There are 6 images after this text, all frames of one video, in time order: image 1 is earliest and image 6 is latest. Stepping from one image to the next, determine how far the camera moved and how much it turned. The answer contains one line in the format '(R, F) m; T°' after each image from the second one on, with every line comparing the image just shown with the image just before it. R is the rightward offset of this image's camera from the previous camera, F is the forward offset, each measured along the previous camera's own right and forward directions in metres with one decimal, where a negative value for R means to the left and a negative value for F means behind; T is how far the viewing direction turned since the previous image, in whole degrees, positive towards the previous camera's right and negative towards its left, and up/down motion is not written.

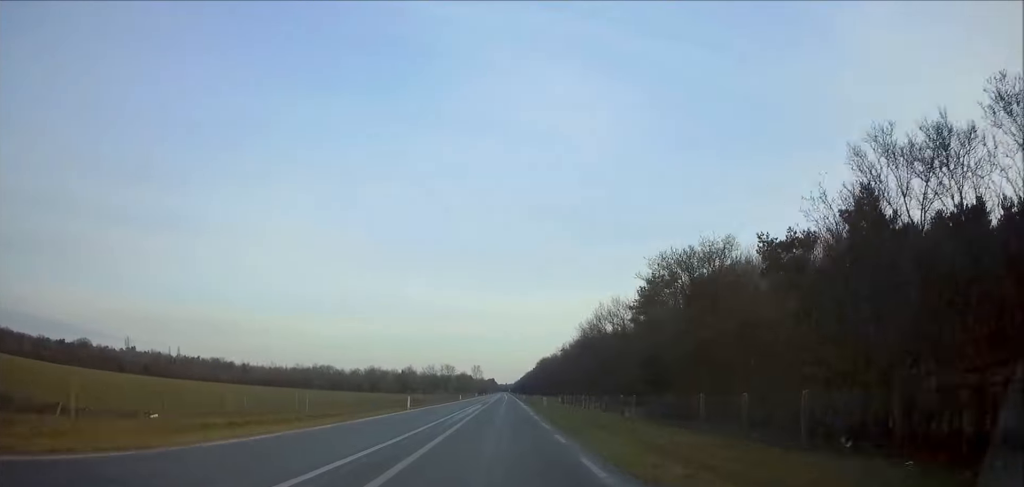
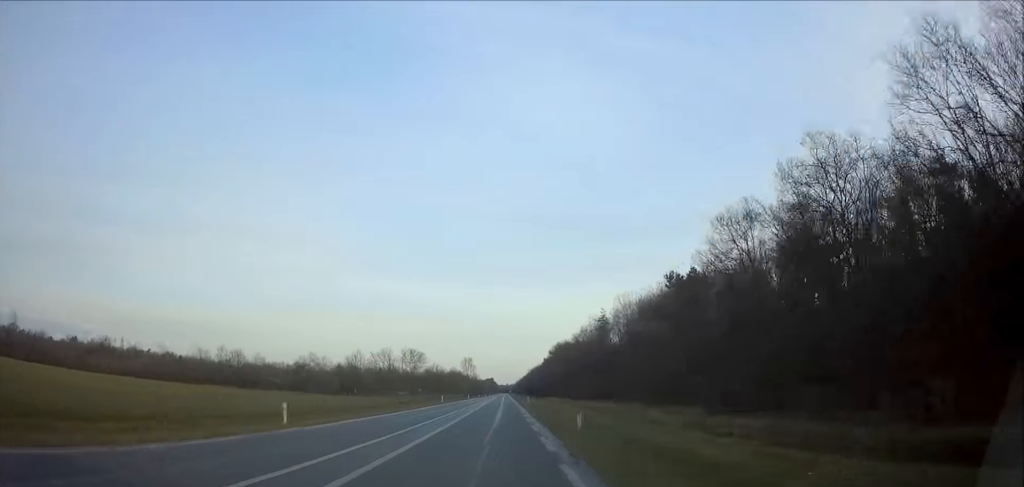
(-0.2, +73.9) m; 0°
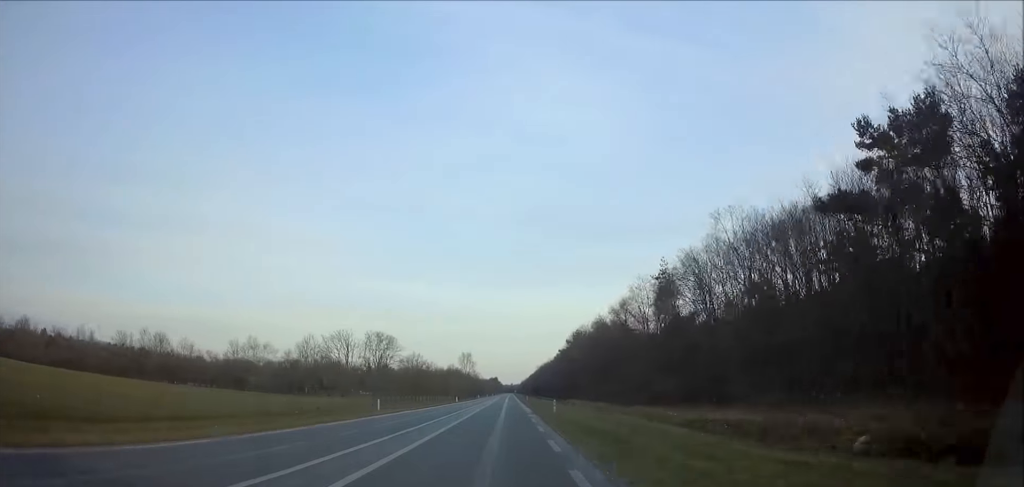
(-0.2, +36.8) m; 0°
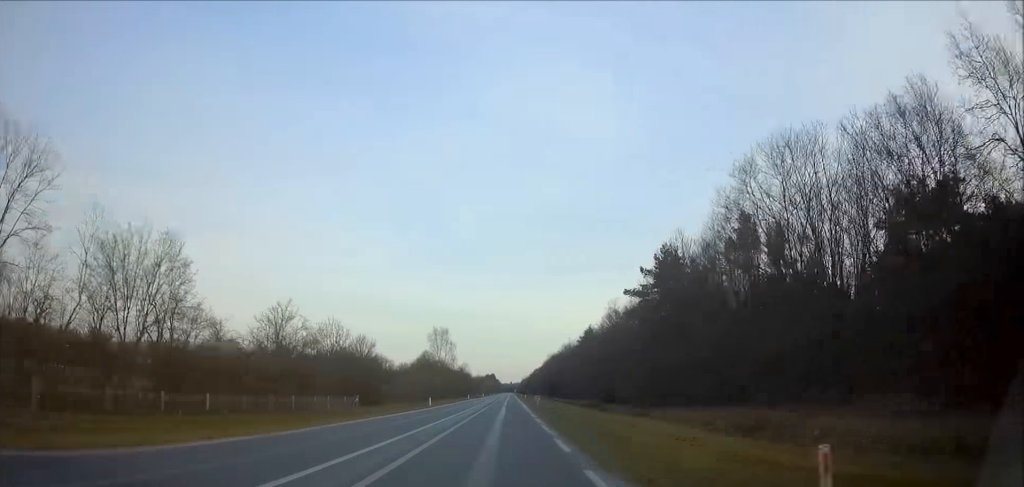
(+0.1, +78.0) m; 0°
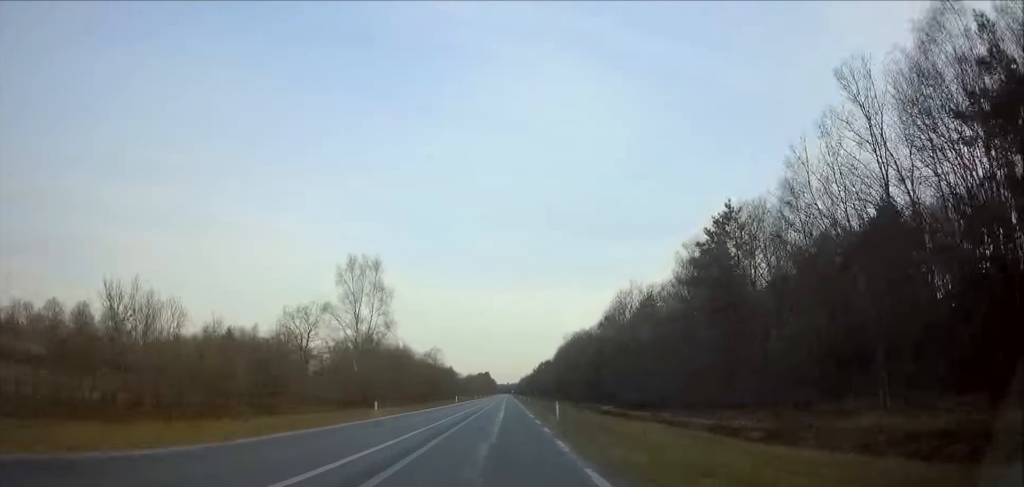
(+0.1, +71.6) m; 0°
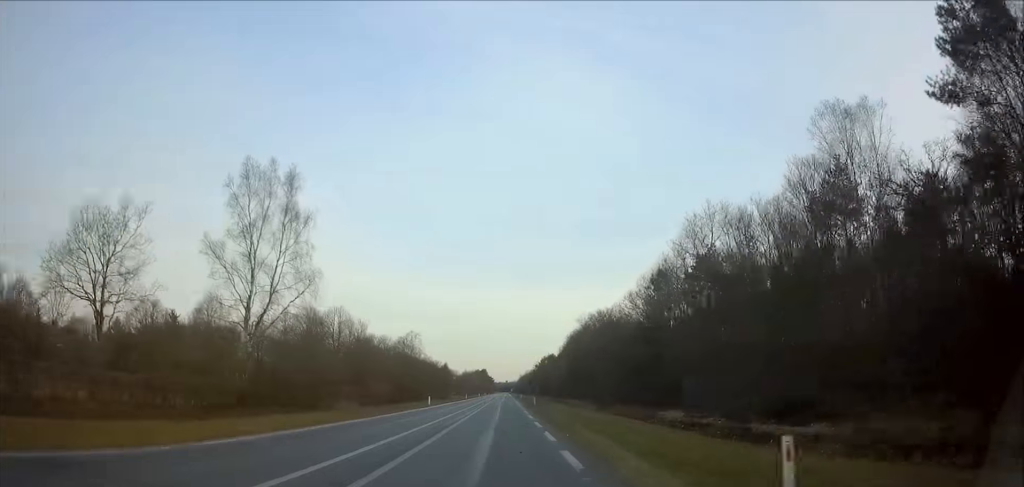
(0.0, +27.2) m; 0°
